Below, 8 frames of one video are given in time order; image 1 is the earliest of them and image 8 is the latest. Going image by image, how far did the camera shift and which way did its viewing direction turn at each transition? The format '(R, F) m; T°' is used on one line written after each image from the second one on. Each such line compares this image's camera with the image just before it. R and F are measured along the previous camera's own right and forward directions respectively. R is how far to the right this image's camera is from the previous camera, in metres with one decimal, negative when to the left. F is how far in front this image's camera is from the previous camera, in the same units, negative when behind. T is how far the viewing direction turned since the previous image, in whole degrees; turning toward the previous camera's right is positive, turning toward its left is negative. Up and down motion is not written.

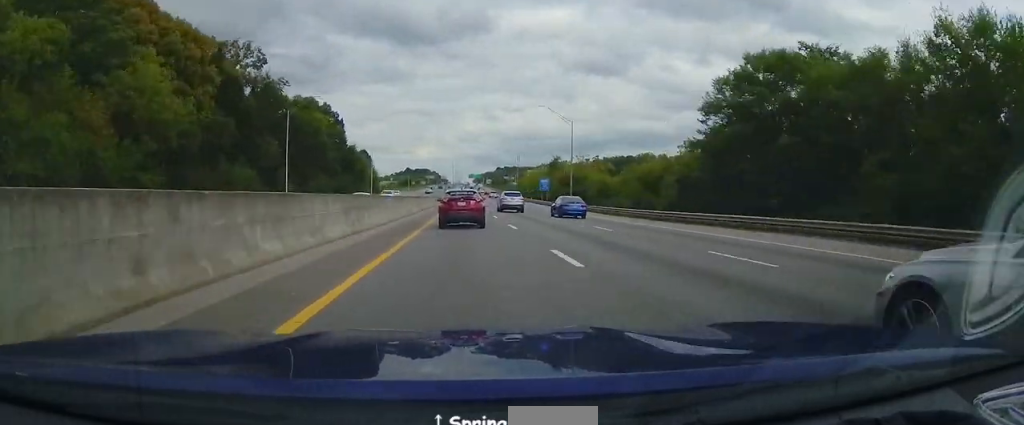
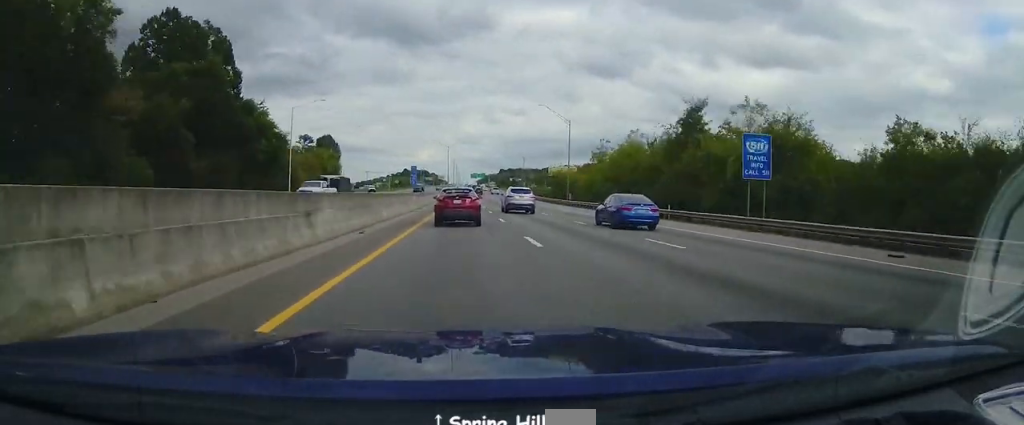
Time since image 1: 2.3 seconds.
(+0.2, +79.2) m; 0°
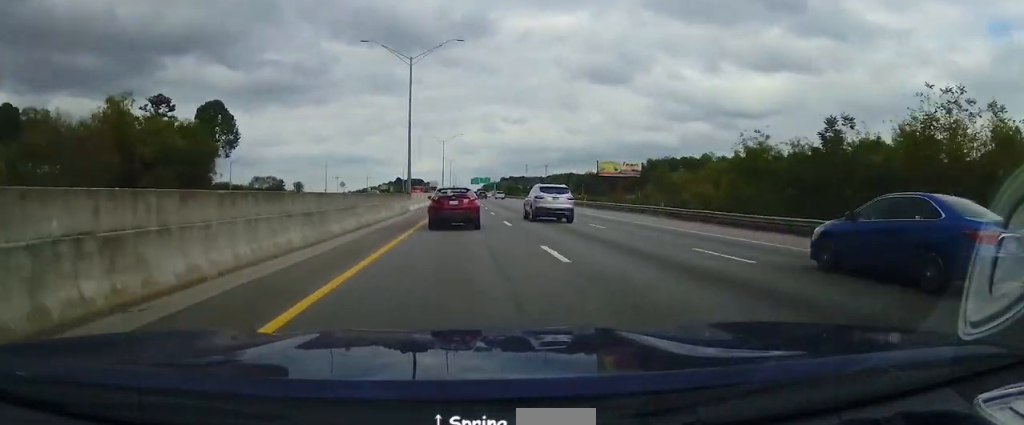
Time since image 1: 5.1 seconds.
(+0.1, +97.0) m; 0°
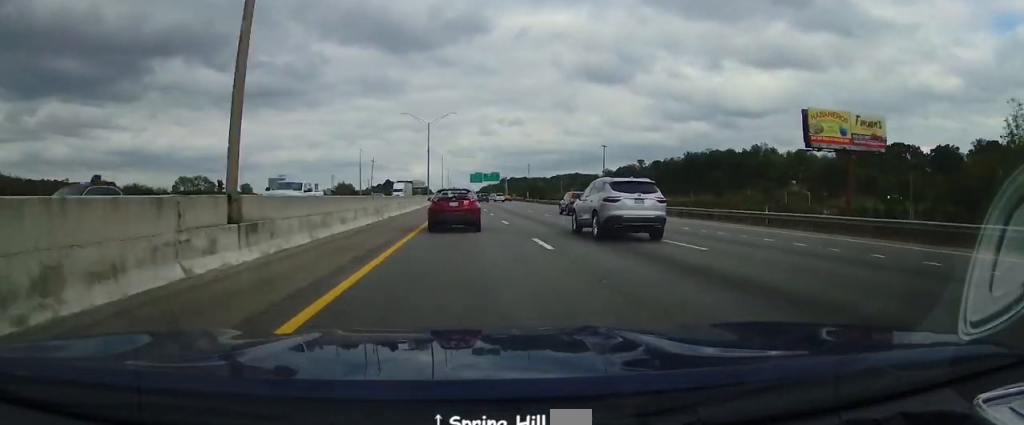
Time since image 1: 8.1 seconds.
(0.0, +104.9) m; 0°
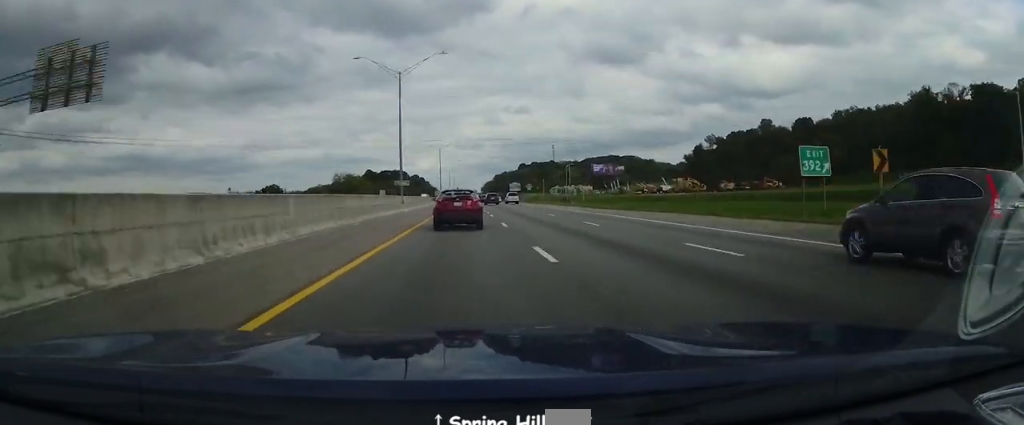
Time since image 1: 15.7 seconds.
(-1.3, +256.1) m; 0°
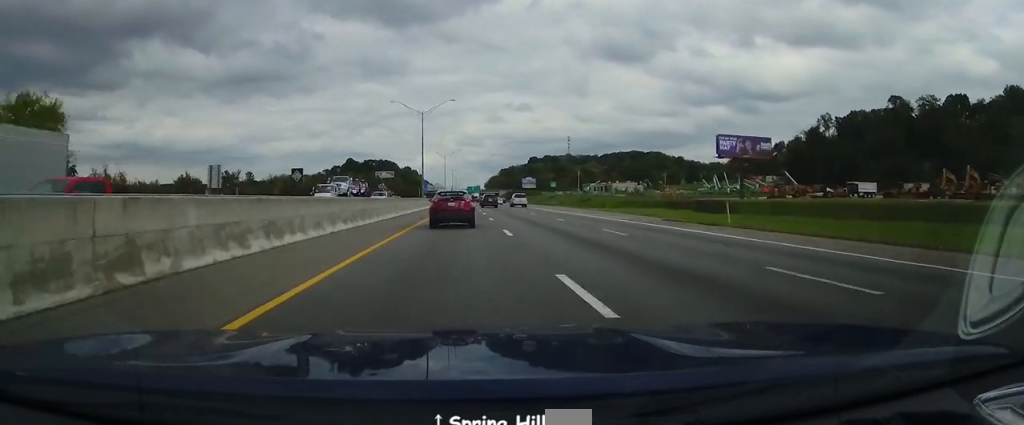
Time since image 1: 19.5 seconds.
(+0.5, +124.9) m; 0°
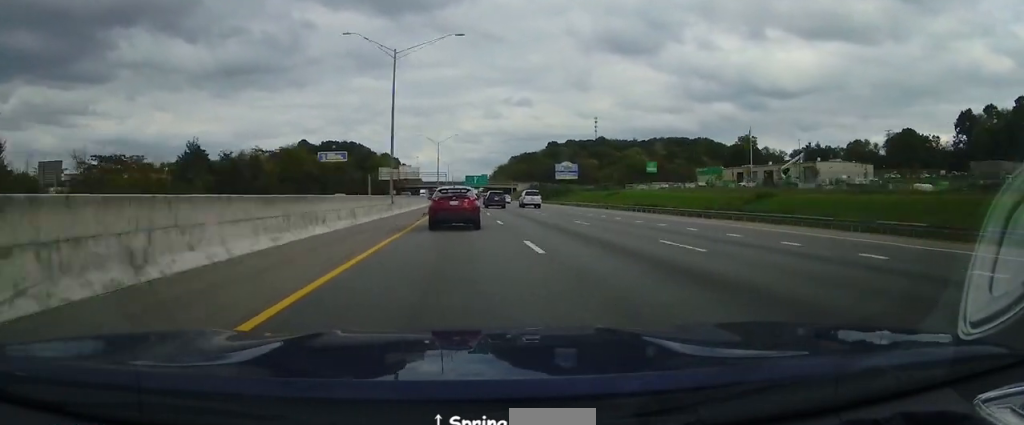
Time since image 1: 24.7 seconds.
(-0.3, +173.1) m; 0°
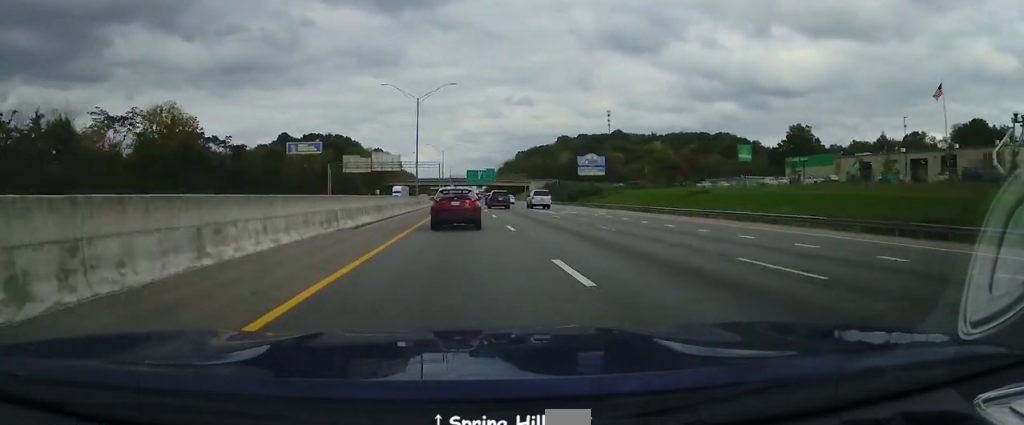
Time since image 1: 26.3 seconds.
(-0.1, +52.9) m; 0°
